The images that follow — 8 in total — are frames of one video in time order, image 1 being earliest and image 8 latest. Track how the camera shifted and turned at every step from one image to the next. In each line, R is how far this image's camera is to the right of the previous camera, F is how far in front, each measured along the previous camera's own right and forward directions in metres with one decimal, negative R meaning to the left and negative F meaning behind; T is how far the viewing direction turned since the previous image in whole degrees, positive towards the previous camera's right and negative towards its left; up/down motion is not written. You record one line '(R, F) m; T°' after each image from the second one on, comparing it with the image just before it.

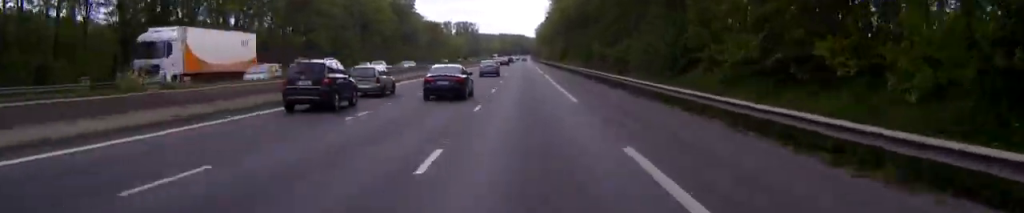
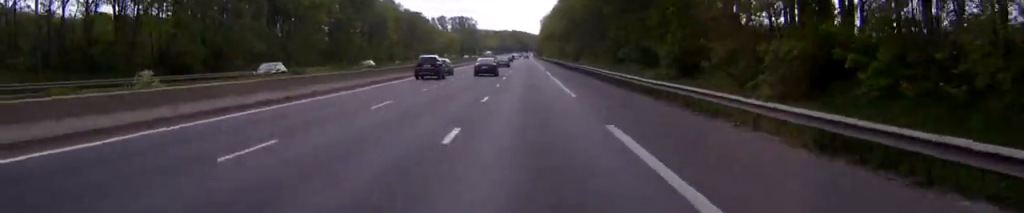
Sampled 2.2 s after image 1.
(-0.3, +48.4) m; -1°
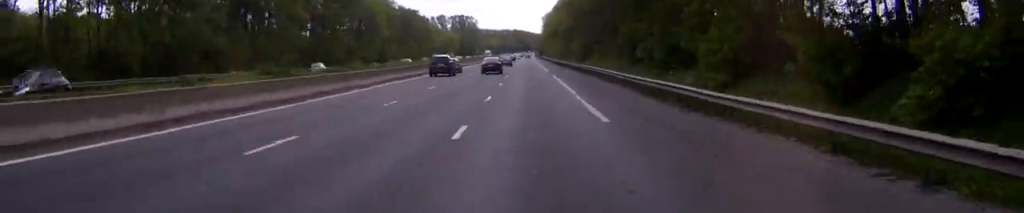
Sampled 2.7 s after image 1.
(0.0, +11.7) m; 0°
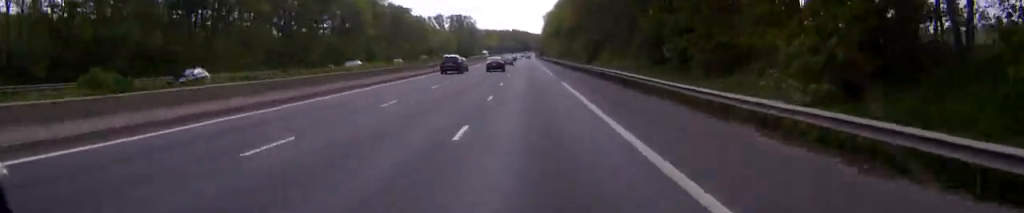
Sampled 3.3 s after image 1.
(0.0, +13.4) m; 0°
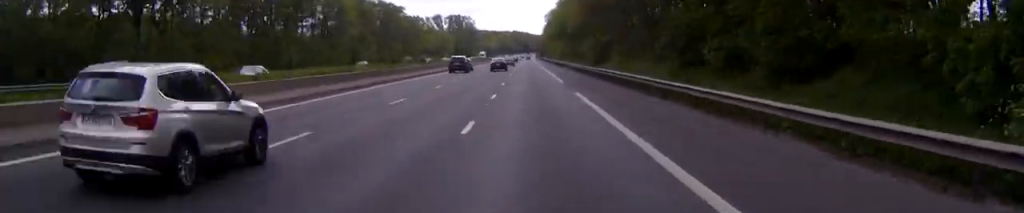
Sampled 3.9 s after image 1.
(0.0, +11.9) m; 0°
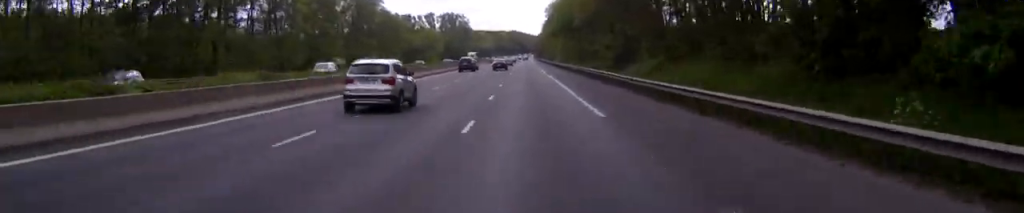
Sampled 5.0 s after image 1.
(+0.2, +25.3) m; 0°
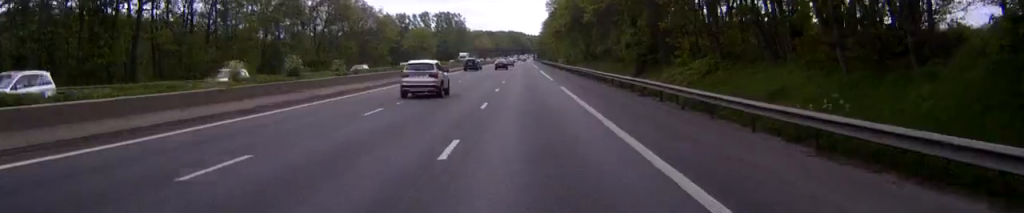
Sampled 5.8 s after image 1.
(-0.1, +17.1) m; -1°
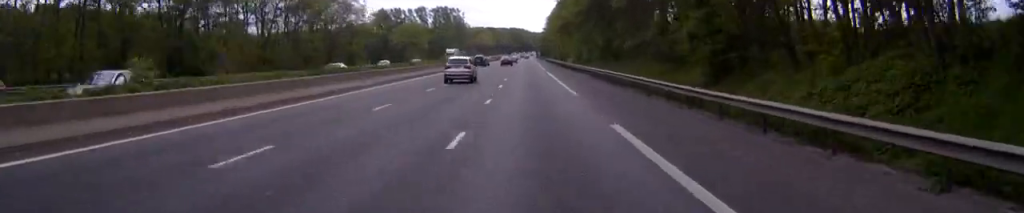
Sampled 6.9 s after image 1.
(-0.2, +24.6) m; 0°
